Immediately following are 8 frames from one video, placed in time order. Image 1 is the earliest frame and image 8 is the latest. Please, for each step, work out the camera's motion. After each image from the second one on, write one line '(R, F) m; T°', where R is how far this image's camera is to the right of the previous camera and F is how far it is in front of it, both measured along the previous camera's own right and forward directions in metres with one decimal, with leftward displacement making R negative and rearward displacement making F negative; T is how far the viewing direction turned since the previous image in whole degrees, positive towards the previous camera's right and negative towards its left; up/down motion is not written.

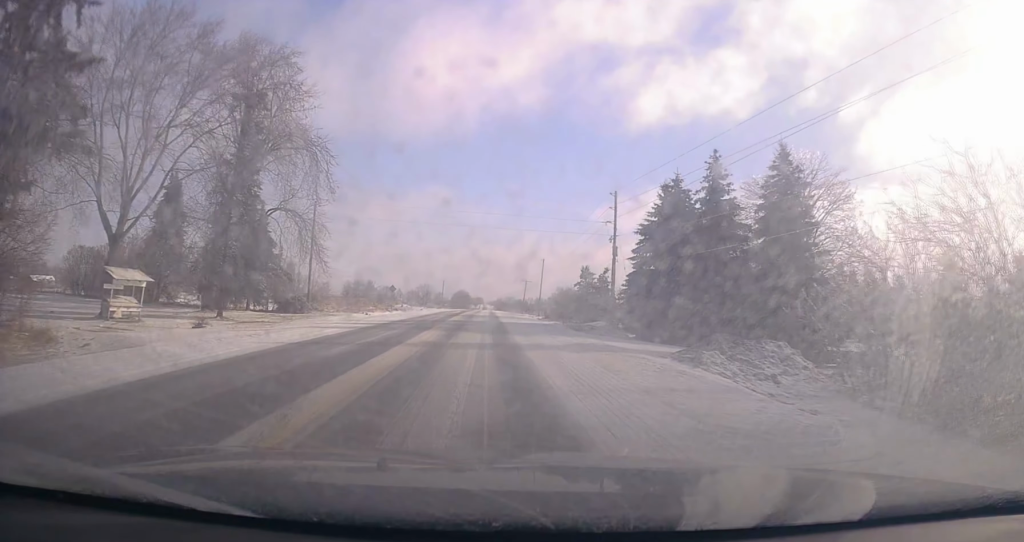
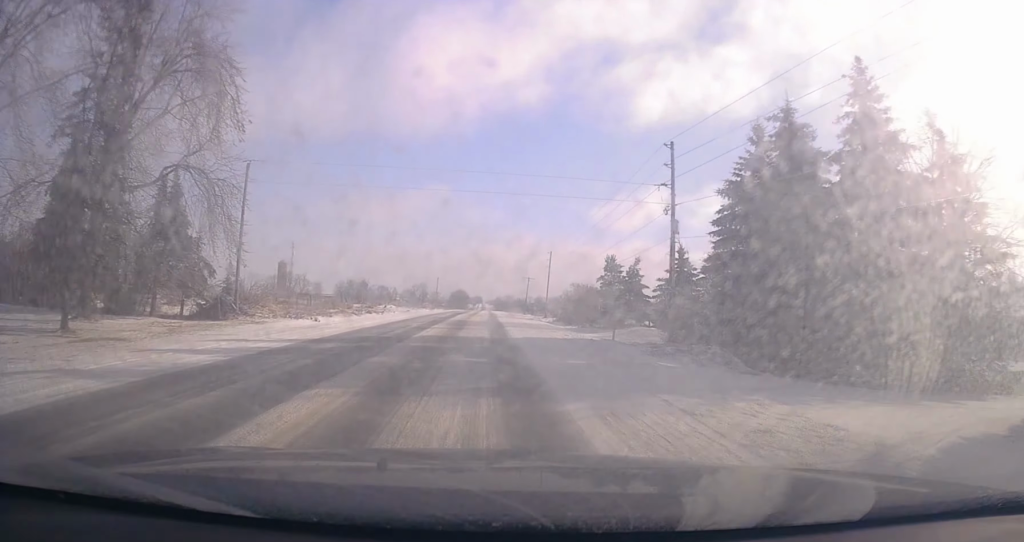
(0.0, +14.9) m; 0°
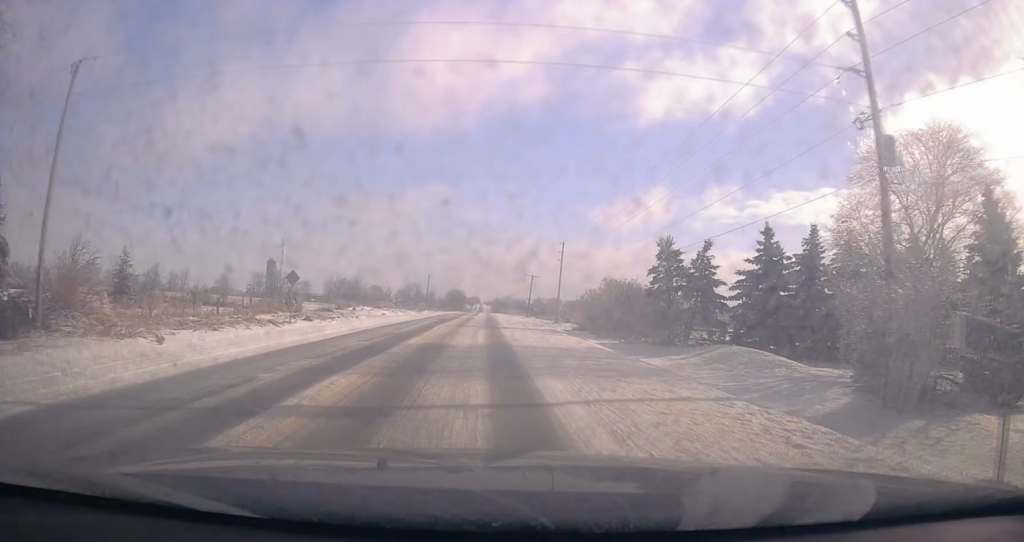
(-0.4, +17.6) m; +1°
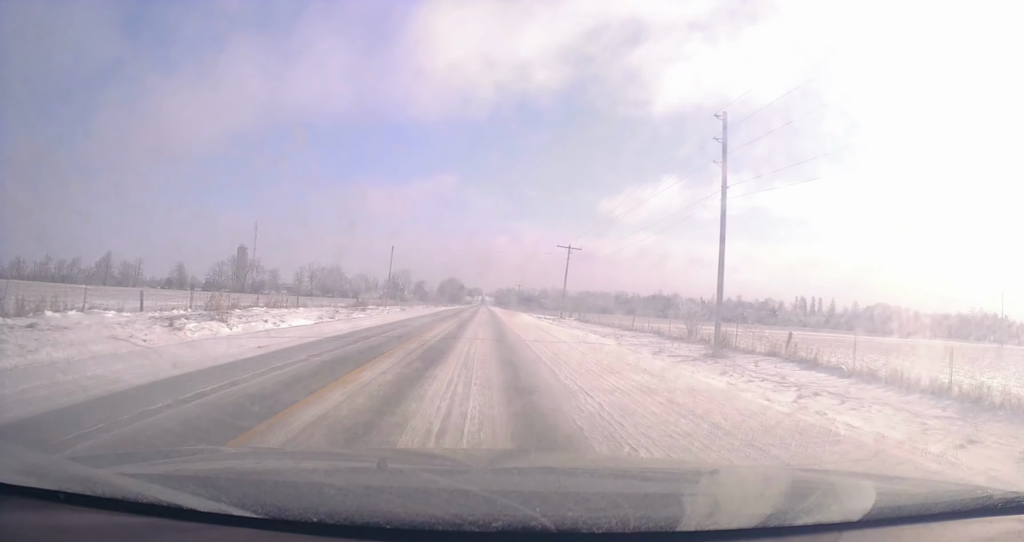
(+0.6, +52.0) m; -1°
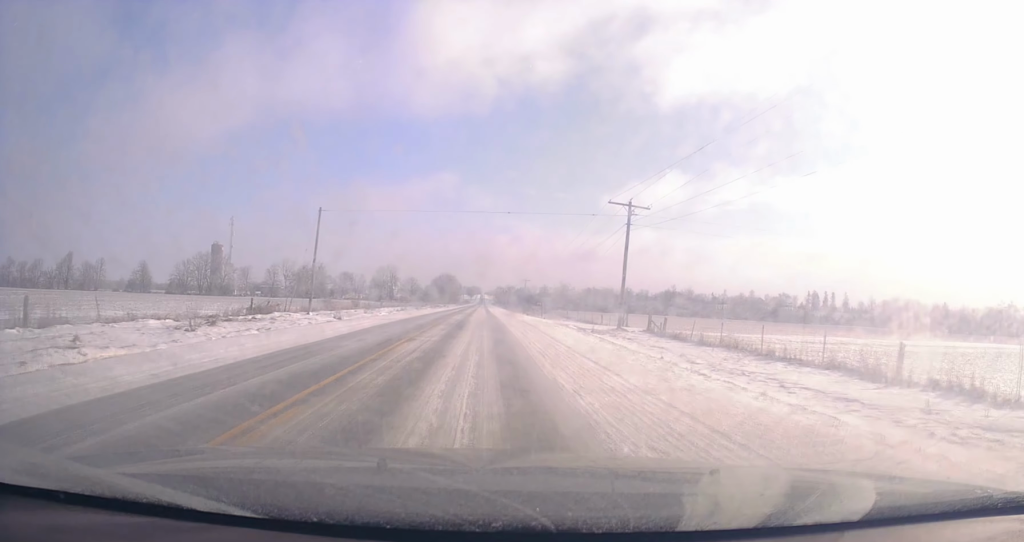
(+0.7, +32.9) m; +2°
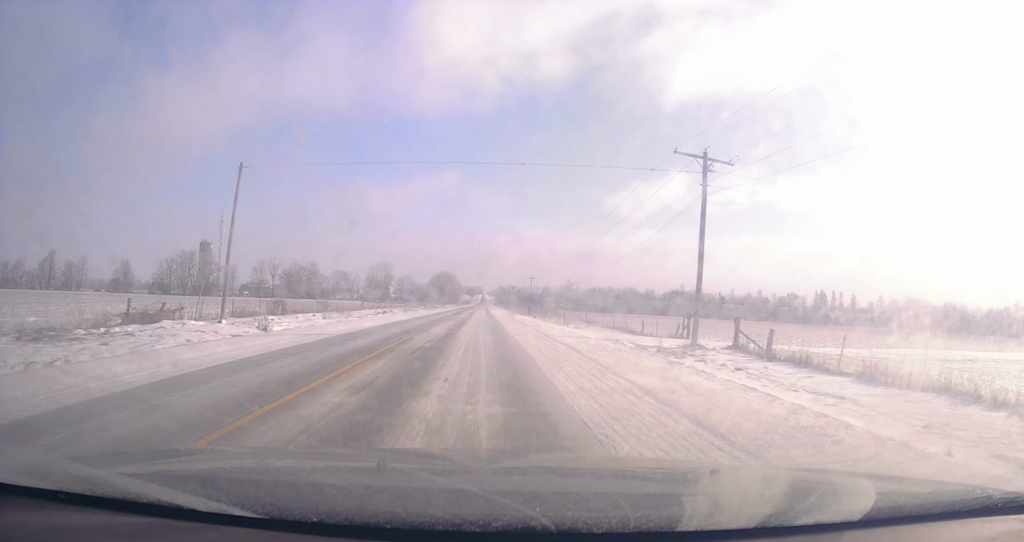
(-0.2, +14.7) m; 0°
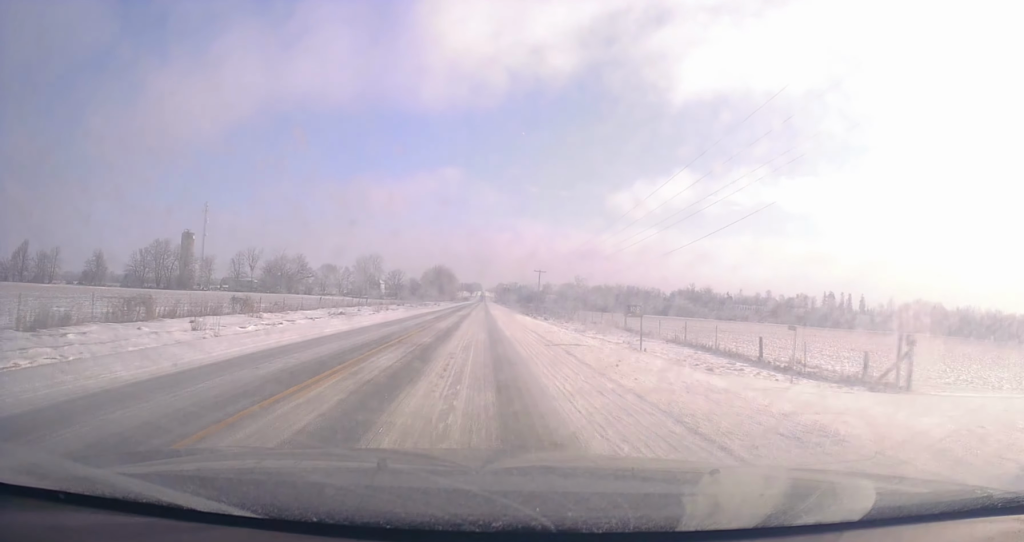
(-0.1, +19.1) m; 0°
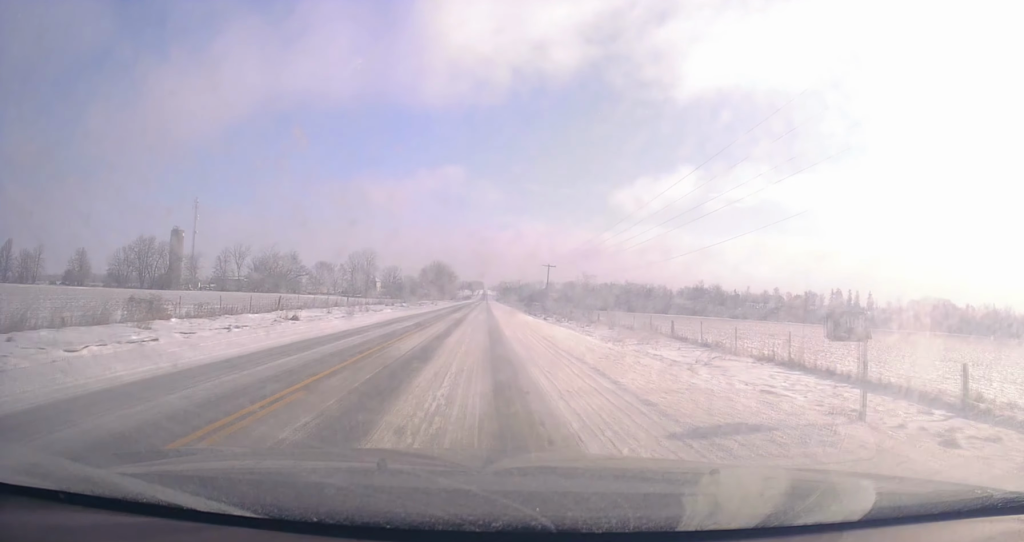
(0.0, +12.3) m; 0°
